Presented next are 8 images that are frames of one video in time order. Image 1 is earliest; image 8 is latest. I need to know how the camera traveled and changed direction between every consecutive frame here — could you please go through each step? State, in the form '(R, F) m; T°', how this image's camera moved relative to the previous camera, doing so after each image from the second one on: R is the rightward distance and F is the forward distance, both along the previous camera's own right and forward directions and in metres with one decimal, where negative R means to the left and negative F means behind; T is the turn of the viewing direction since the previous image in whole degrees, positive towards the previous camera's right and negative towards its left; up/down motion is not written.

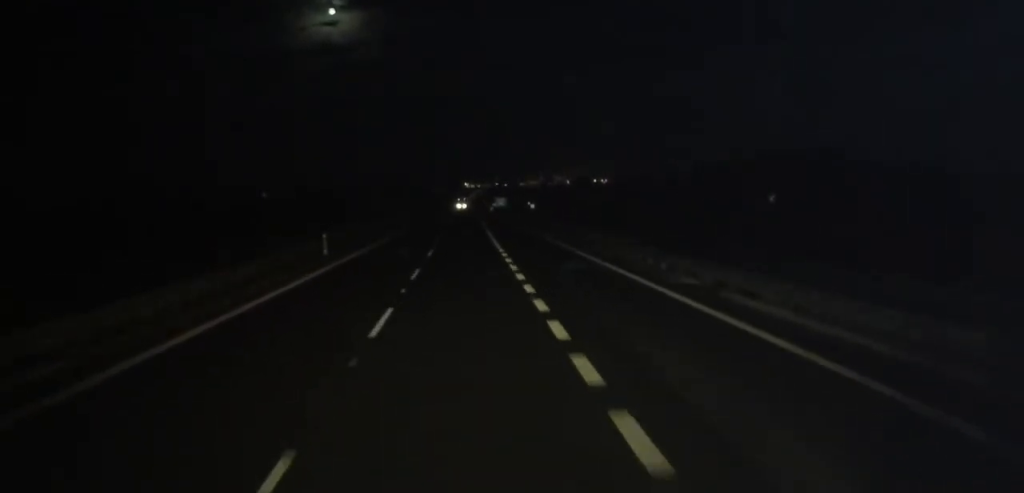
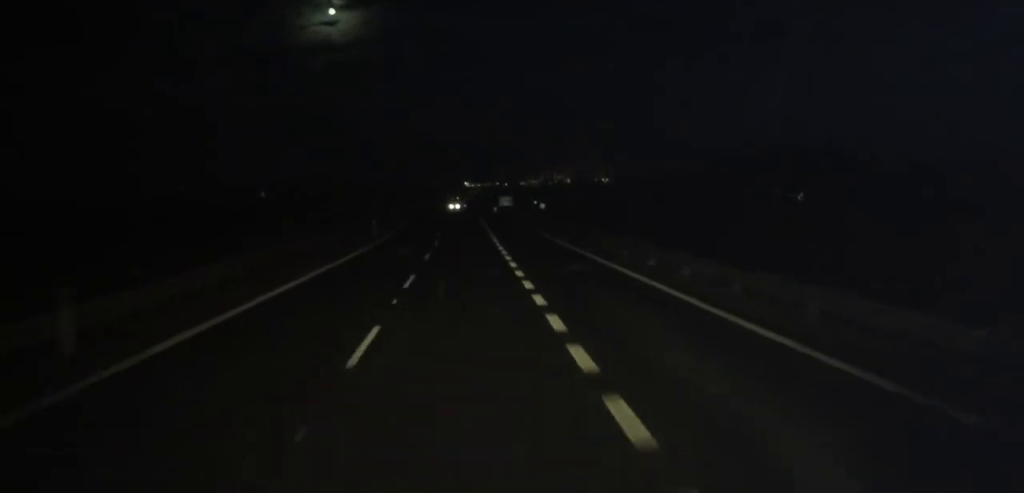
(+0.3, +20.2) m; 0°
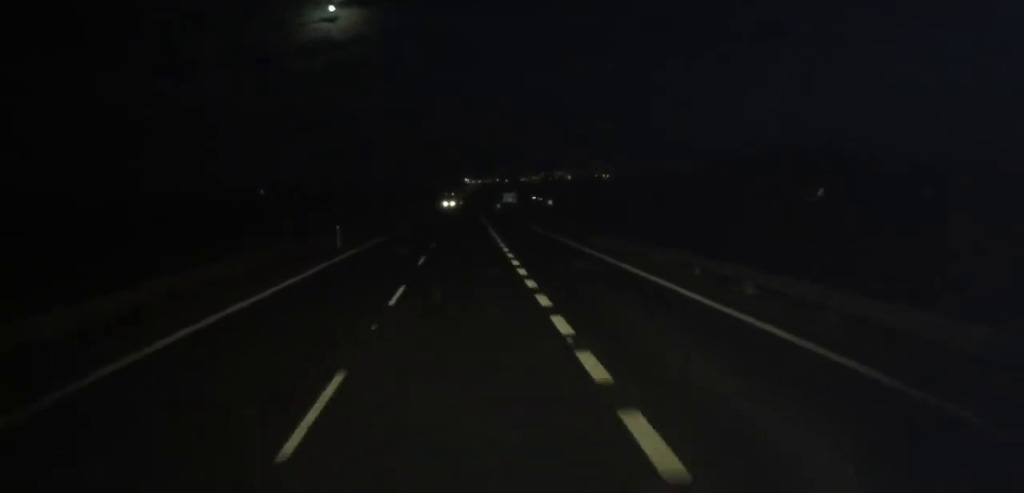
(+0.1, +12.6) m; 0°
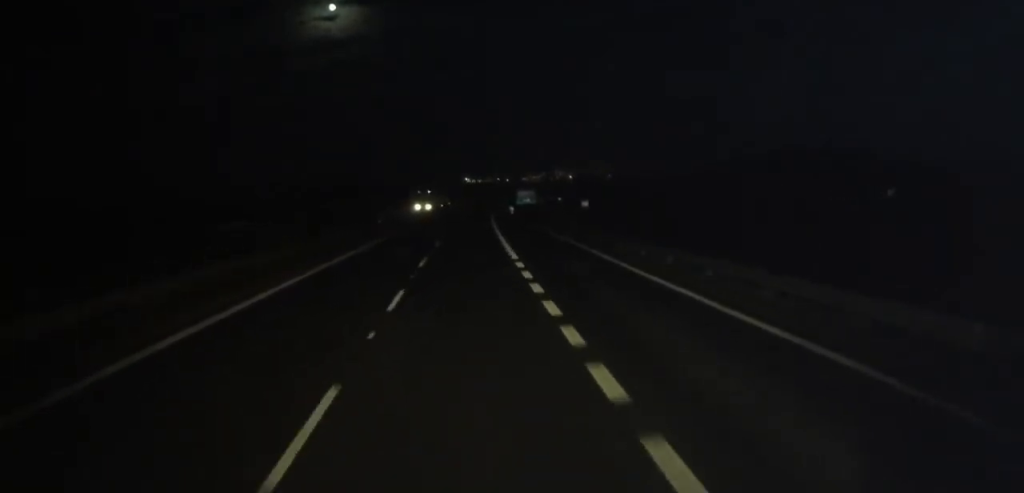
(0.0, +36.3) m; 0°
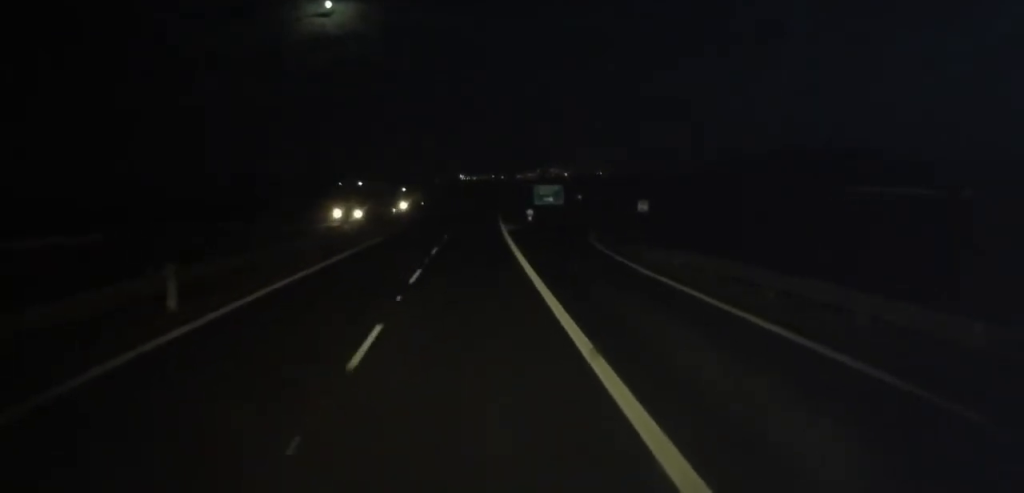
(-0.3, +32.3) m; 0°
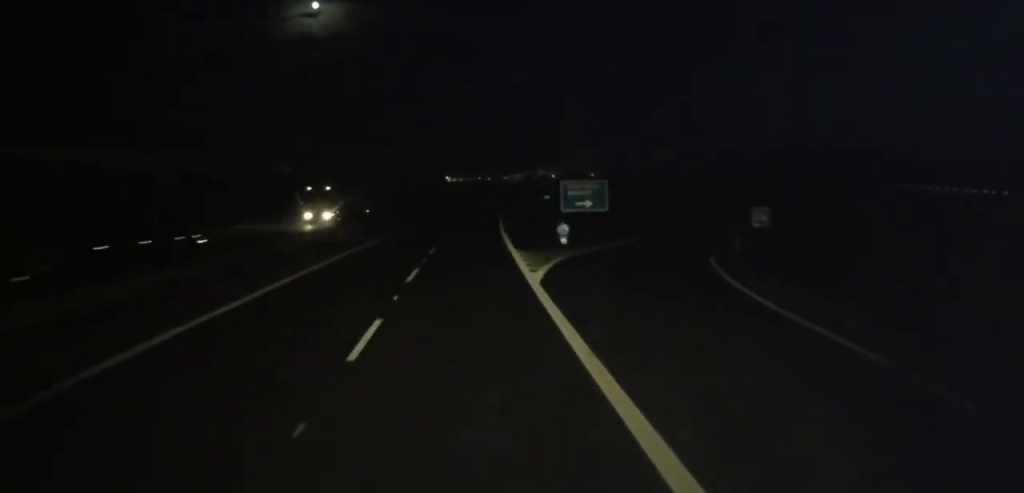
(+0.6, +27.1) m; +1°
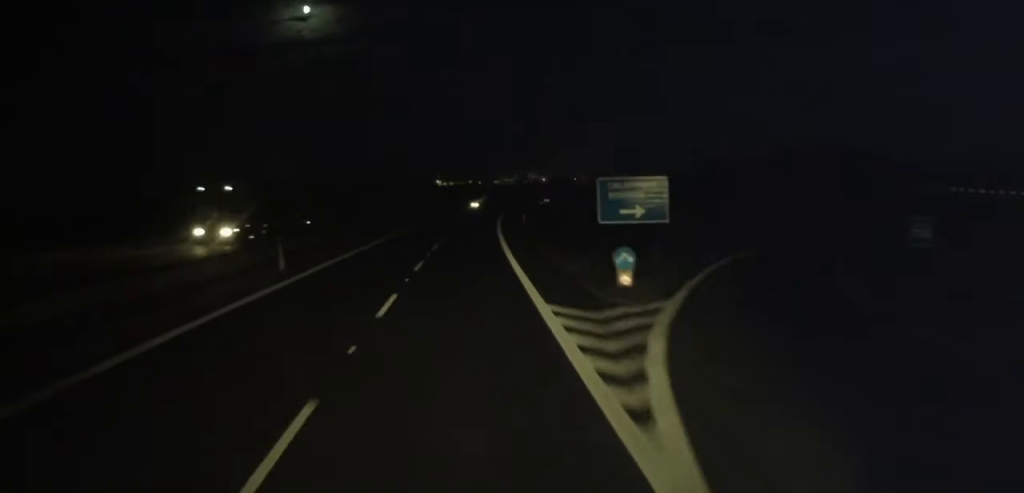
(0.0, +14.2) m; 0°
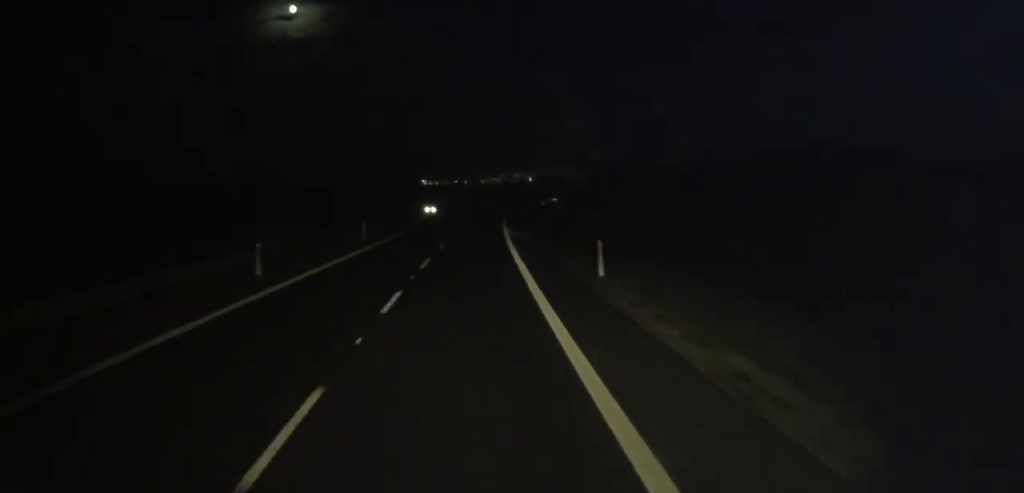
(+0.1, +35.5) m; 0°
